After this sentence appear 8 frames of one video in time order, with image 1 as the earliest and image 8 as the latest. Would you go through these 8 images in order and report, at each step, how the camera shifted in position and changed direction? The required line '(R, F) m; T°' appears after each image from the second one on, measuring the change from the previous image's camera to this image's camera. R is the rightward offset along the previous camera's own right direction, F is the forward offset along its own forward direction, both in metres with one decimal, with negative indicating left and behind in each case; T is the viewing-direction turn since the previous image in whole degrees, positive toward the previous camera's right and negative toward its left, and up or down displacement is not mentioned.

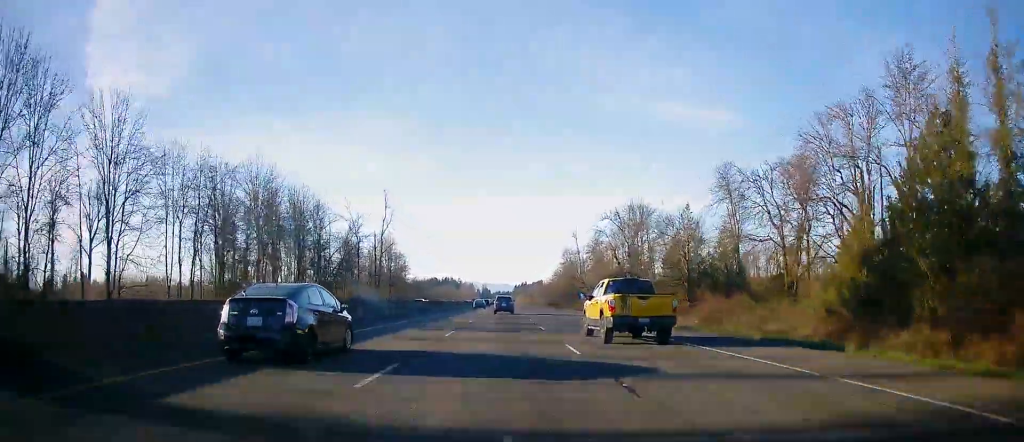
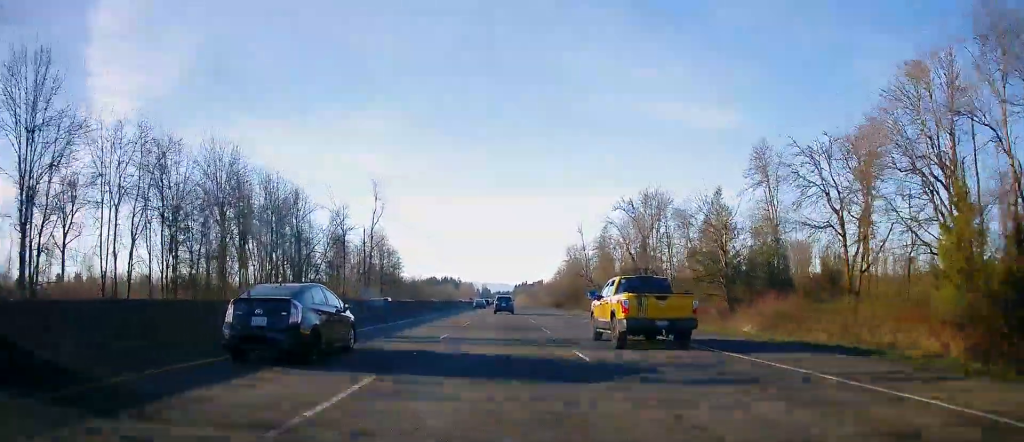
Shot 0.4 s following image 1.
(0.0, +14.1) m; 0°
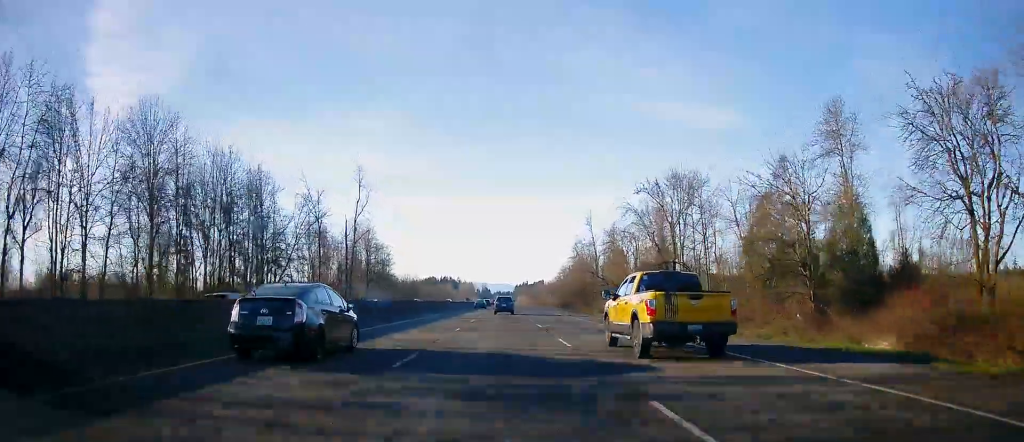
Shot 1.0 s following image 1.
(0.0, +19.6) m; 0°
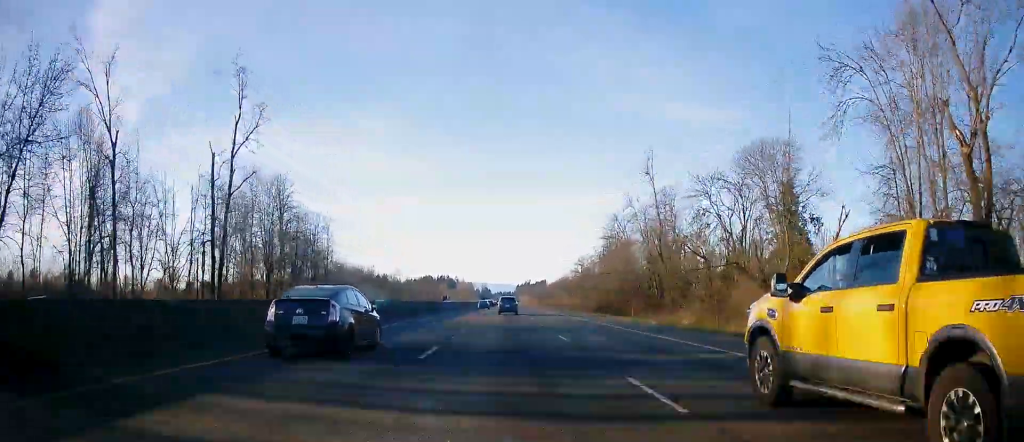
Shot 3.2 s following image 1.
(+0.5, +70.7) m; 0°
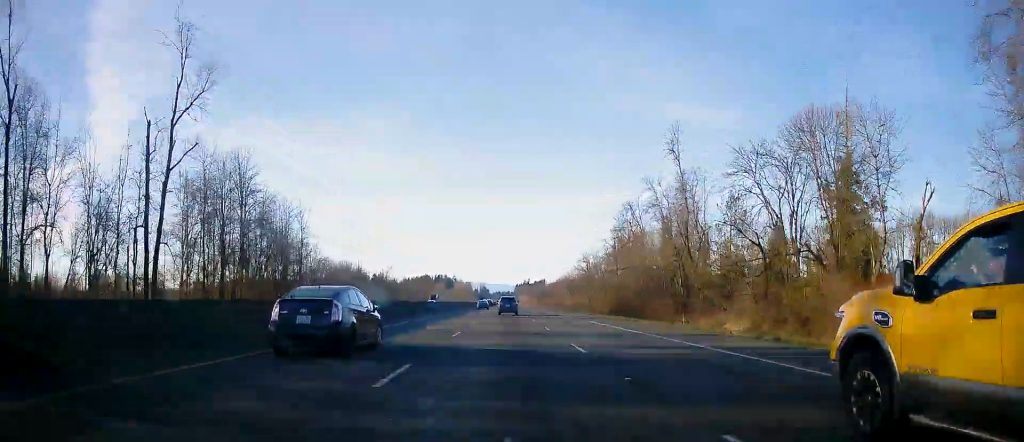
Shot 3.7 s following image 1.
(-0.2, +16.2) m; 0°
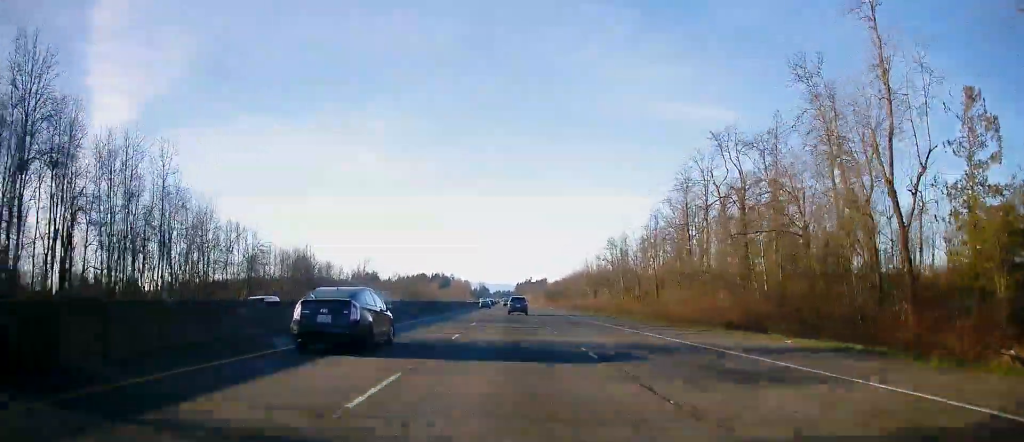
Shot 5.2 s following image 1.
(+0.5, +49.7) m; 0°
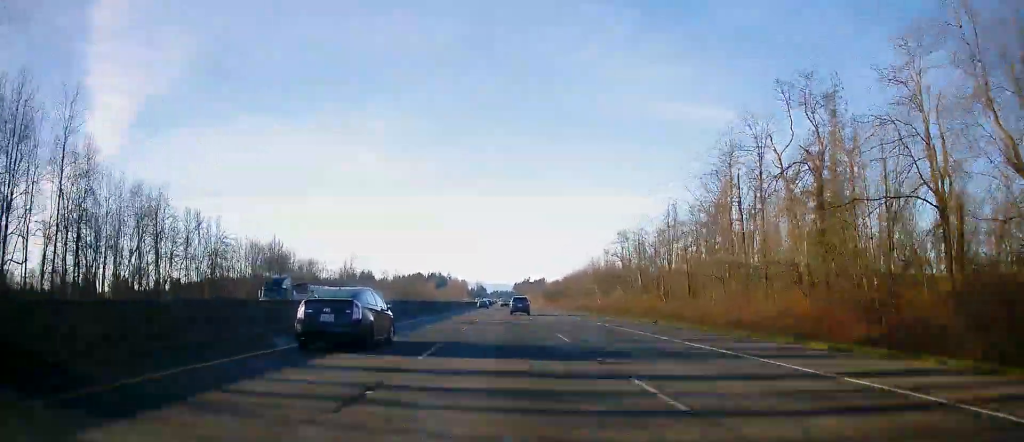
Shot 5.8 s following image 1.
(+0.1, +18.3) m; 0°
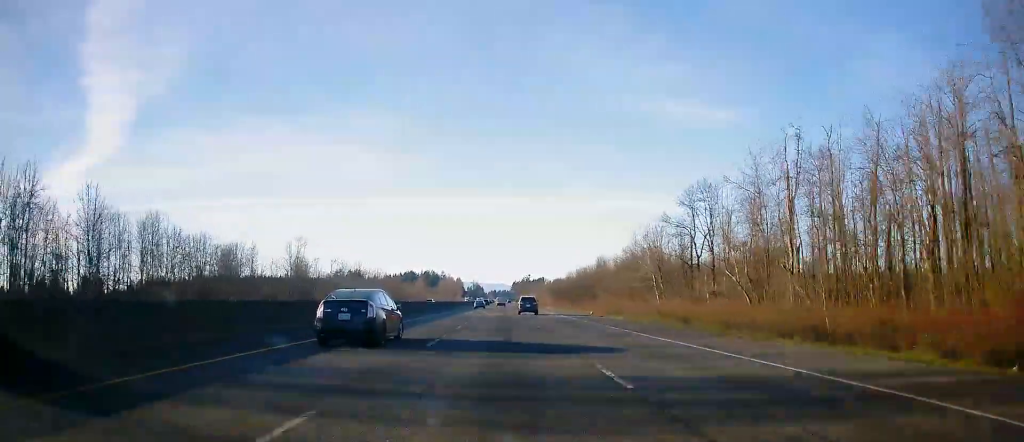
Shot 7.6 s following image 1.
(-0.1, +58.1) m; 0°
